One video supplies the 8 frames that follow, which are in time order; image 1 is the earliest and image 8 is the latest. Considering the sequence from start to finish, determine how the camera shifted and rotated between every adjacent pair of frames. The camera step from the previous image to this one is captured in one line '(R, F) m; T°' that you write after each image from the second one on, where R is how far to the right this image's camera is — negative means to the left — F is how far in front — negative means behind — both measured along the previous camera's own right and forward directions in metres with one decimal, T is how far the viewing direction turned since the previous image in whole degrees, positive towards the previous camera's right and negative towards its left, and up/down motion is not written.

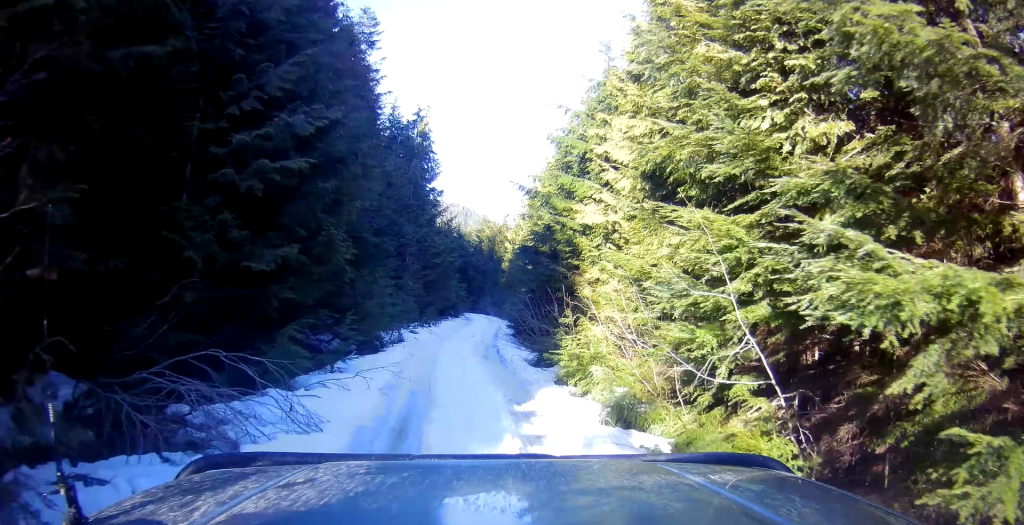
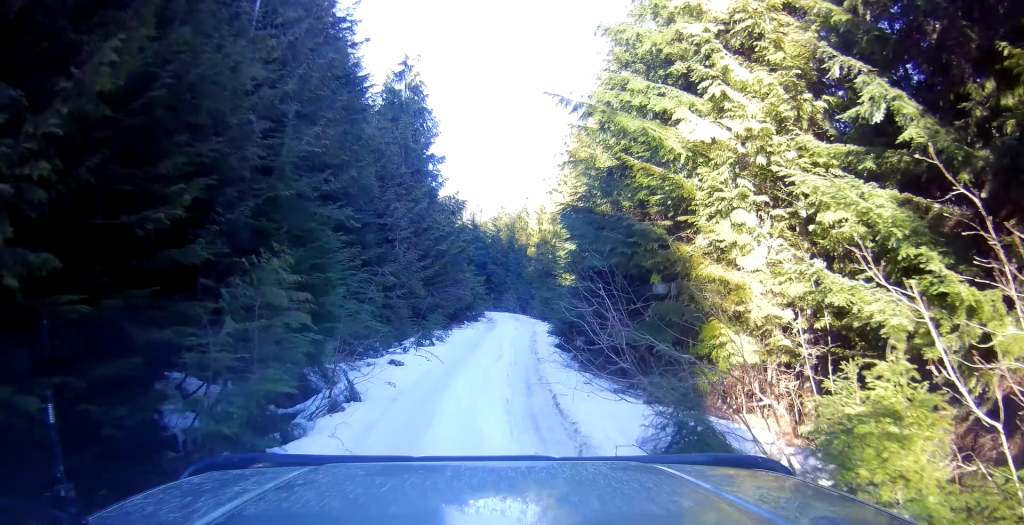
(-0.1, +8.2) m; 0°
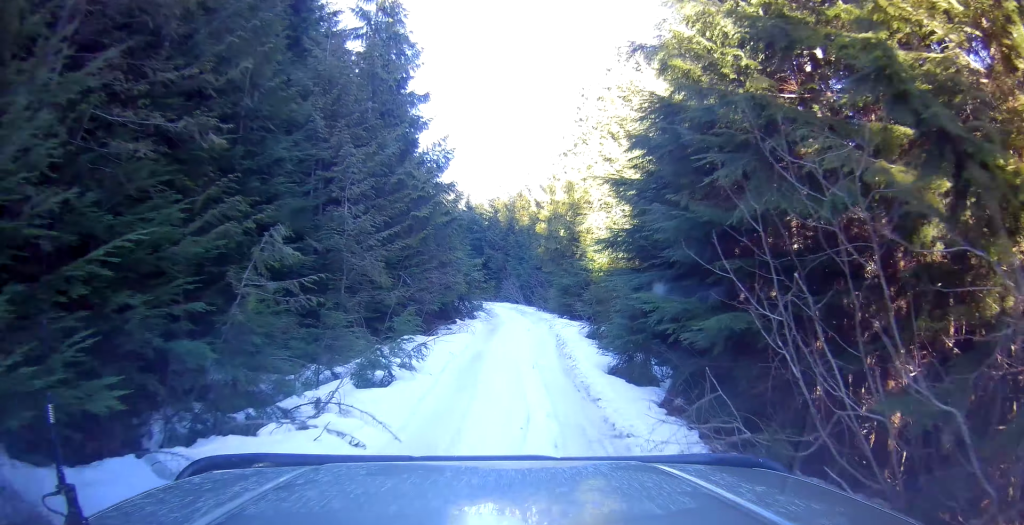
(-0.2, +7.5) m; -2°
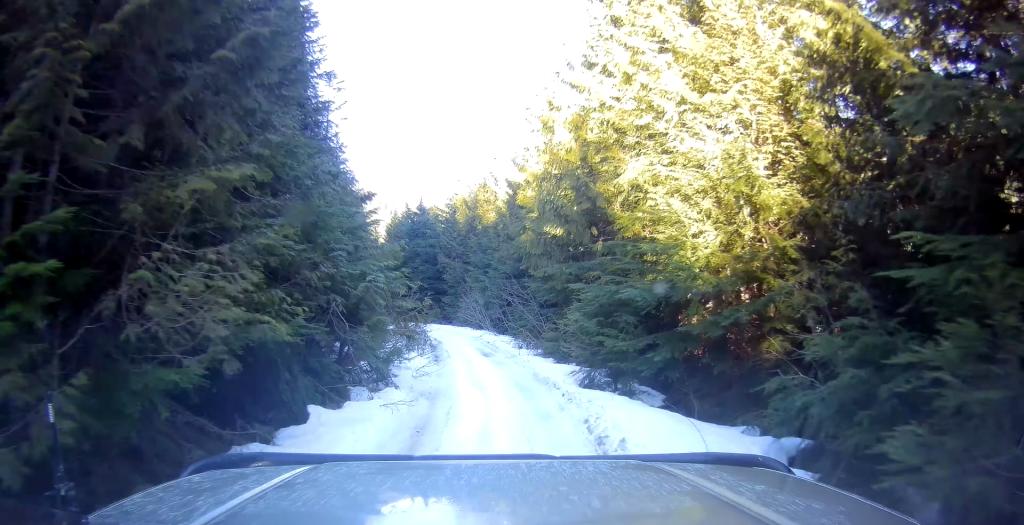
(-0.1, +16.6) m; 0°
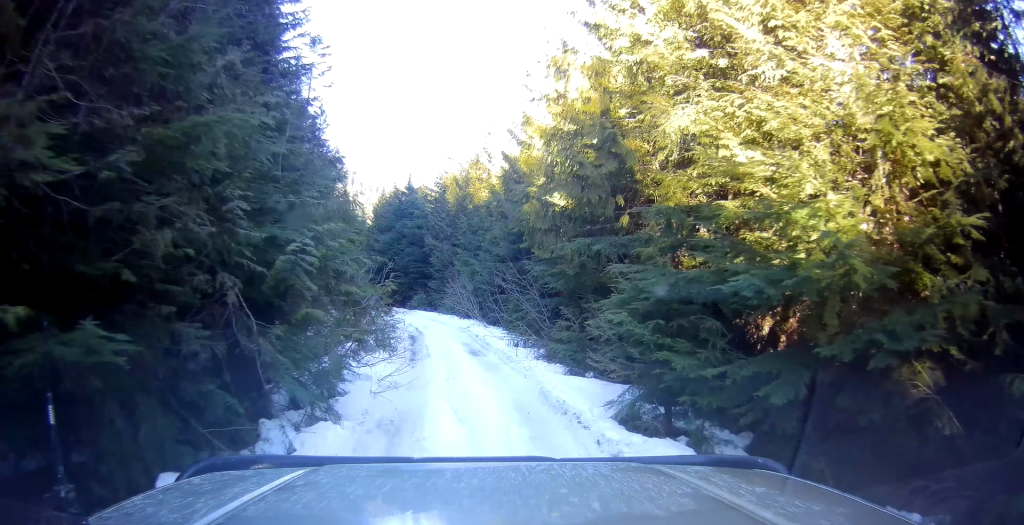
(0.0, +4.0) m; +1°
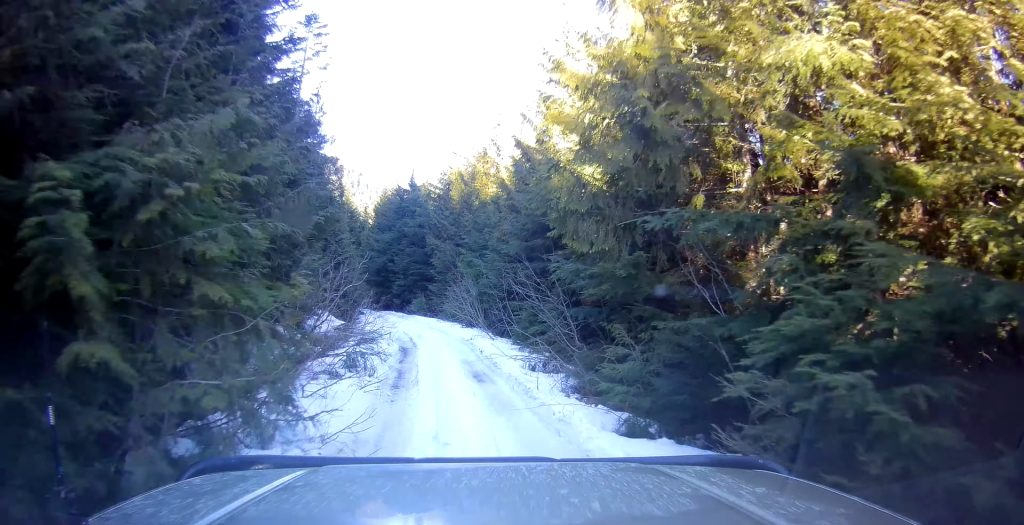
(-0.1, +4.6) m; +3°
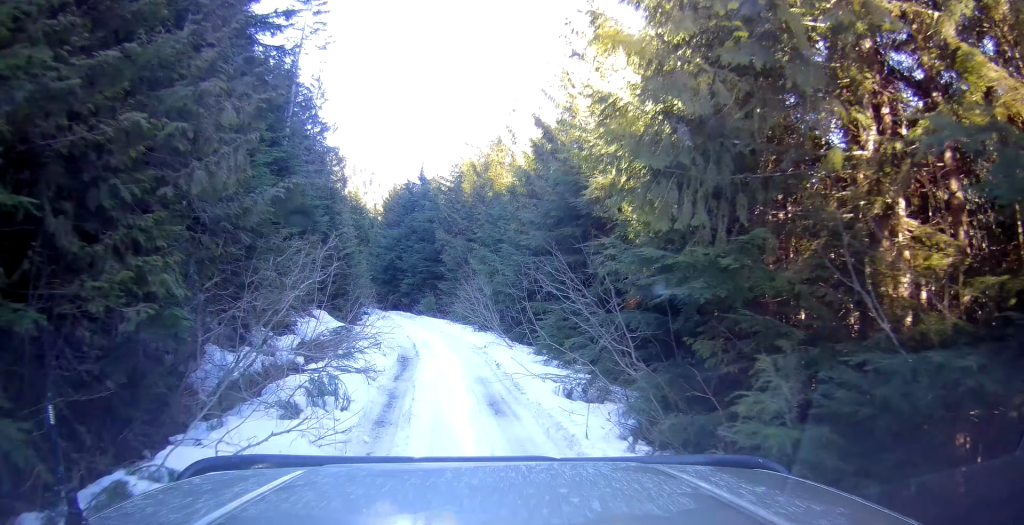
(+0.2, +4.2) m; 0°
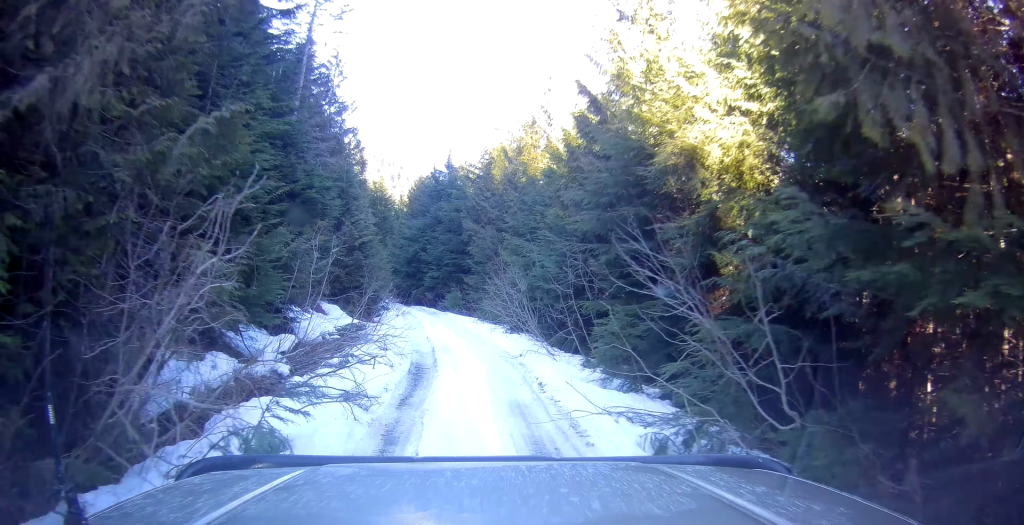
(+0.4, +4.4) m; -1°
